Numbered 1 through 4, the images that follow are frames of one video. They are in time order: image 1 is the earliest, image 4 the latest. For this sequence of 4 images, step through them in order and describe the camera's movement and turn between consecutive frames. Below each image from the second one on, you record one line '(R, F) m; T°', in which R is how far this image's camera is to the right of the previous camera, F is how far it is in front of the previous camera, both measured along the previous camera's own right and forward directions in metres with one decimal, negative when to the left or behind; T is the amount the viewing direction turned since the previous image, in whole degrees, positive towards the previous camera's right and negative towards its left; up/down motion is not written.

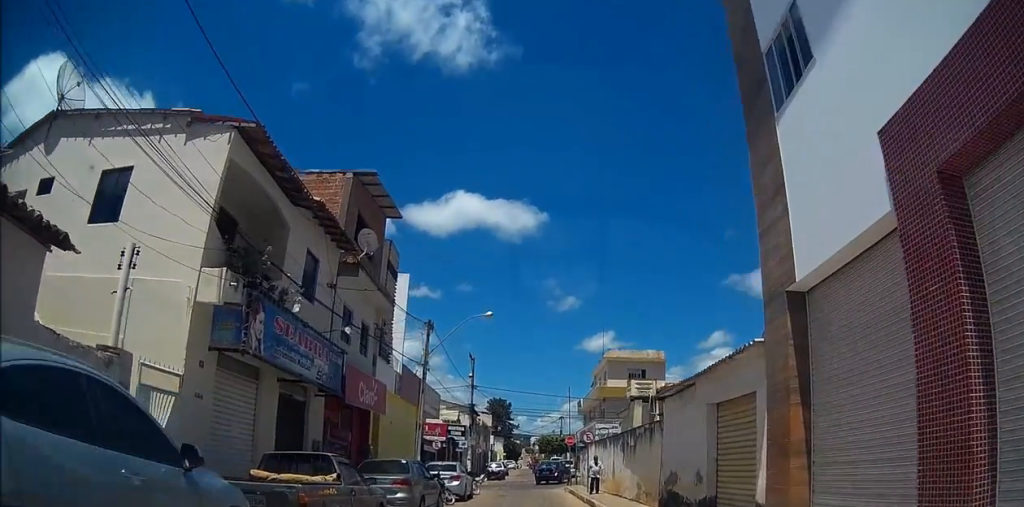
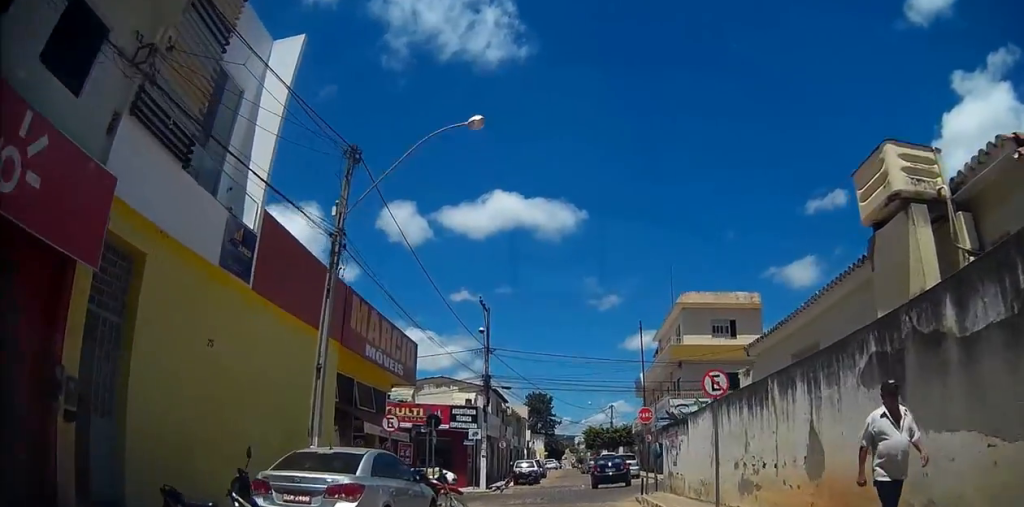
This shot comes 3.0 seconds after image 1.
(-0.1, +13.9) m; -1°
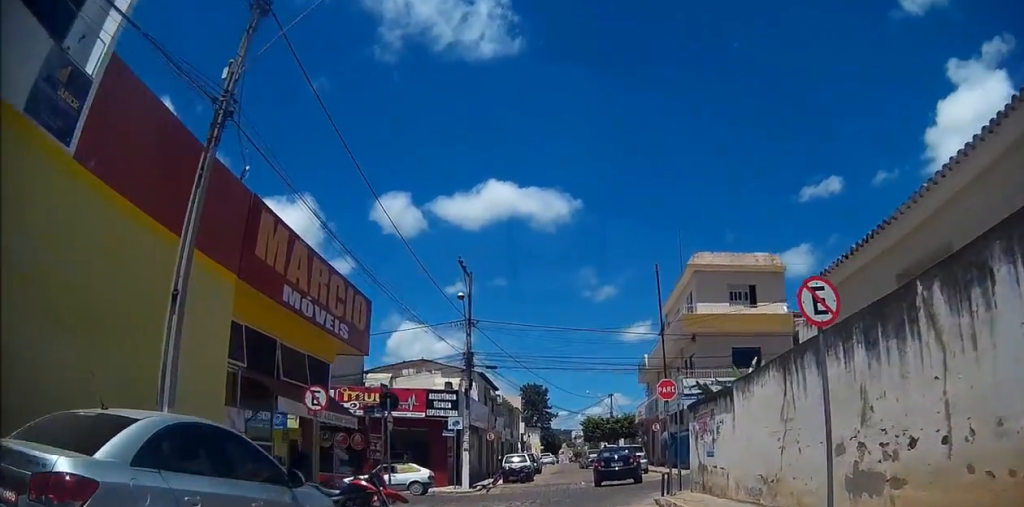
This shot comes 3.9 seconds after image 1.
(0.0, +4.8) m; -1°
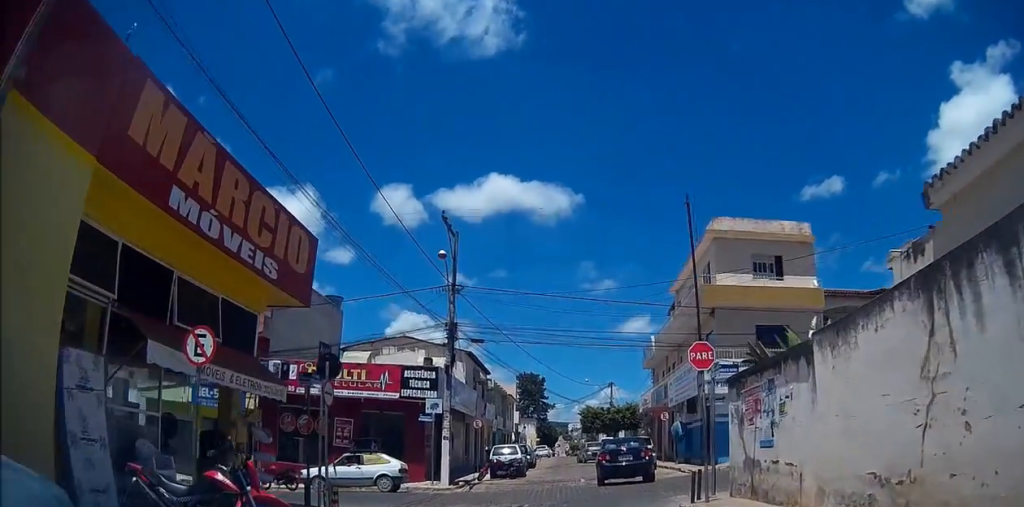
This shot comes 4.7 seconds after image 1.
(-0.1, +4.4) m; -1°
